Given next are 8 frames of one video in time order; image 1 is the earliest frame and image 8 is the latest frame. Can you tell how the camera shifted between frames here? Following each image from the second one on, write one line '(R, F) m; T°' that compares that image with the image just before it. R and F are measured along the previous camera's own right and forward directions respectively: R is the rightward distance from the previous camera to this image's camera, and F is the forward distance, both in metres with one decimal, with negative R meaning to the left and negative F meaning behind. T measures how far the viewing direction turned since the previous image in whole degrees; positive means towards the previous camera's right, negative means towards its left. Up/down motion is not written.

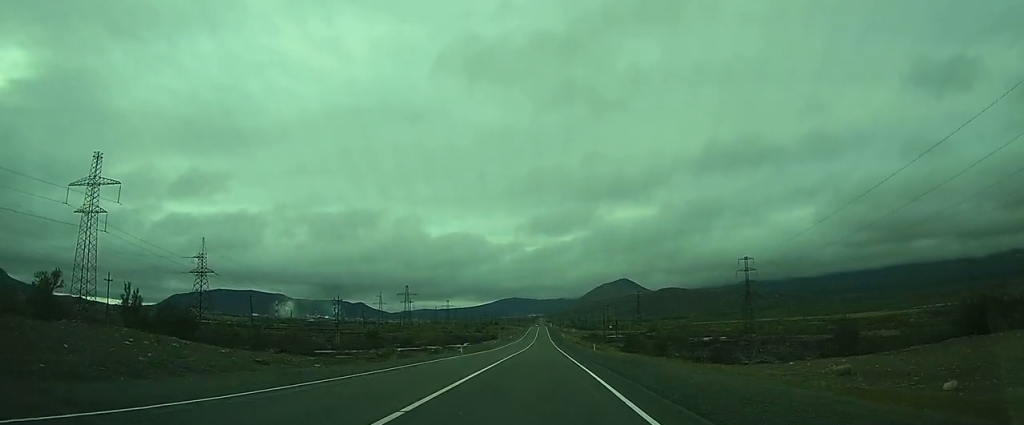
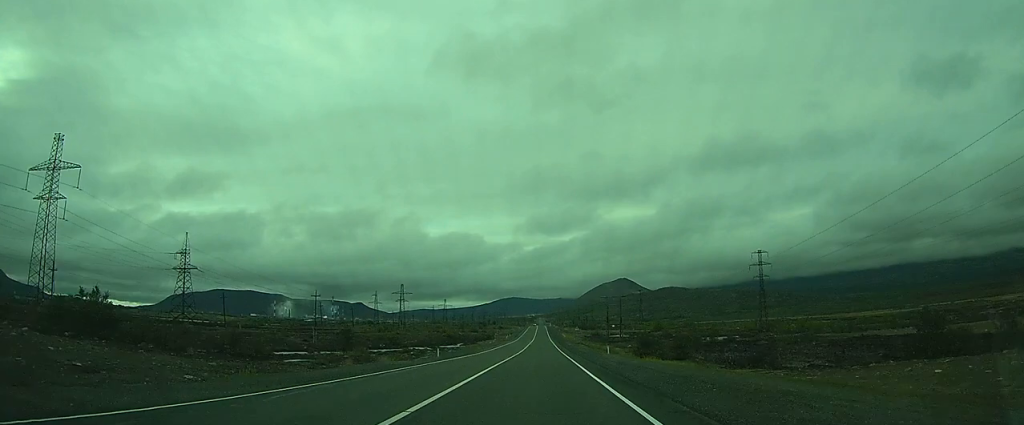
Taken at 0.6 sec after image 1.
(+0.1, +13.8) m; 0°
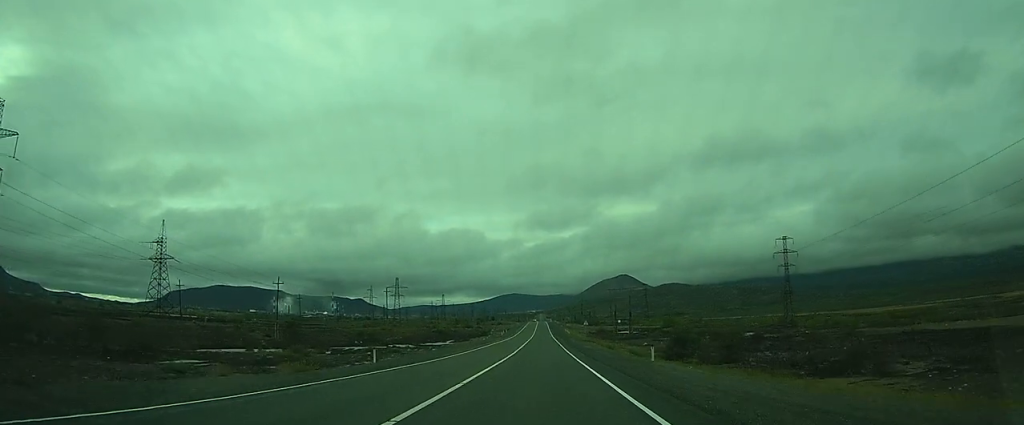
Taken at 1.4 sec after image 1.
(0.0, +19.3) m; 0°
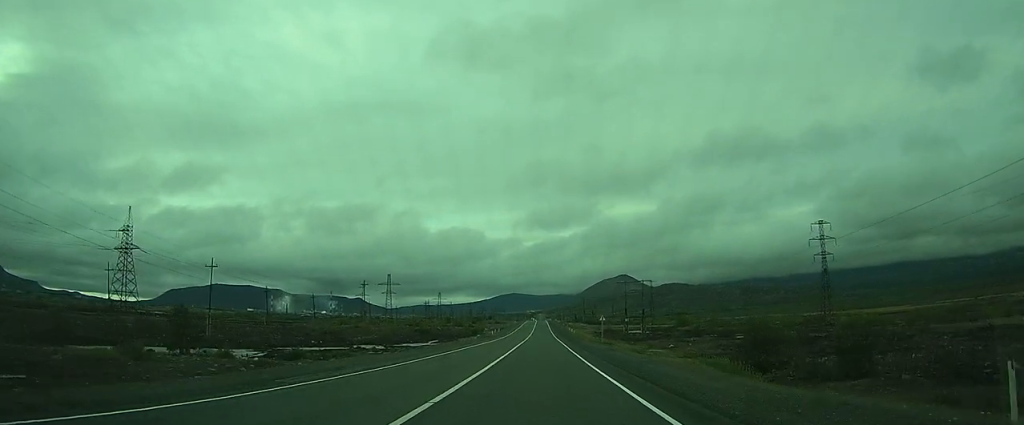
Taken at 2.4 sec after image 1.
(0.0, +23.4) m; 0°
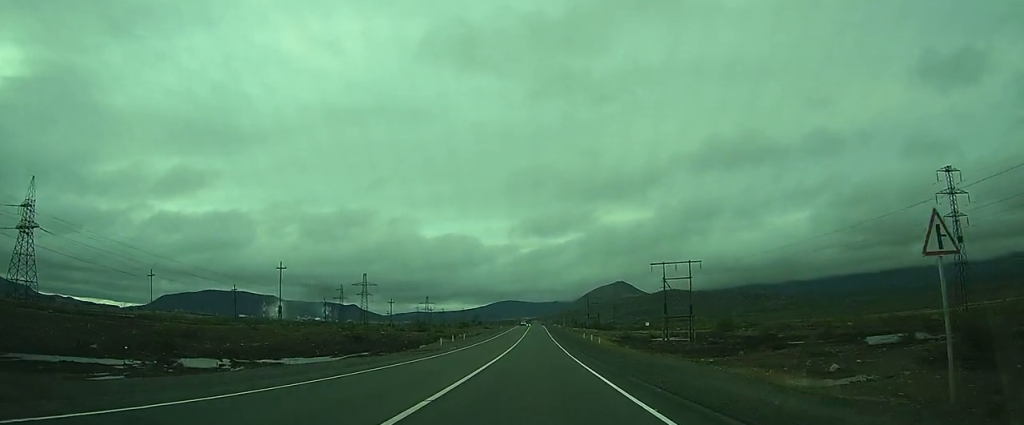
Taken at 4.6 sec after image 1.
(0.0, +52.0) m; -1°
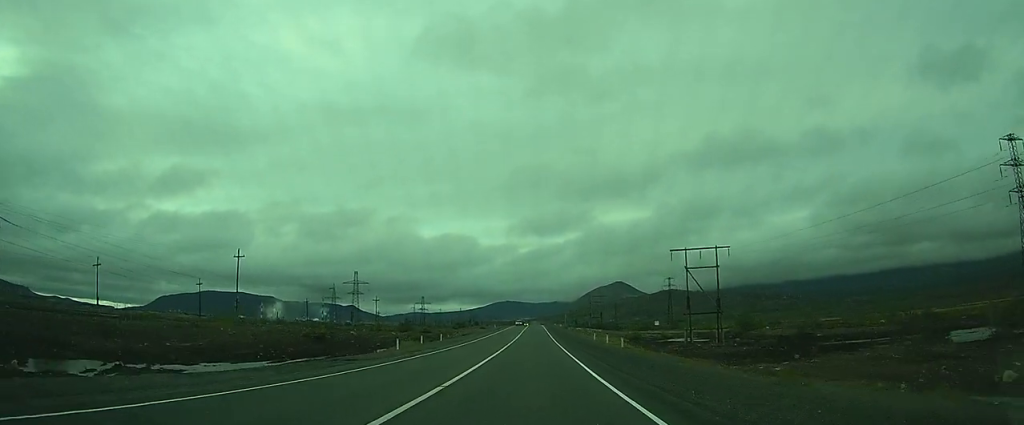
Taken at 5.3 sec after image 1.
(0.0, +16.6) m; -1°
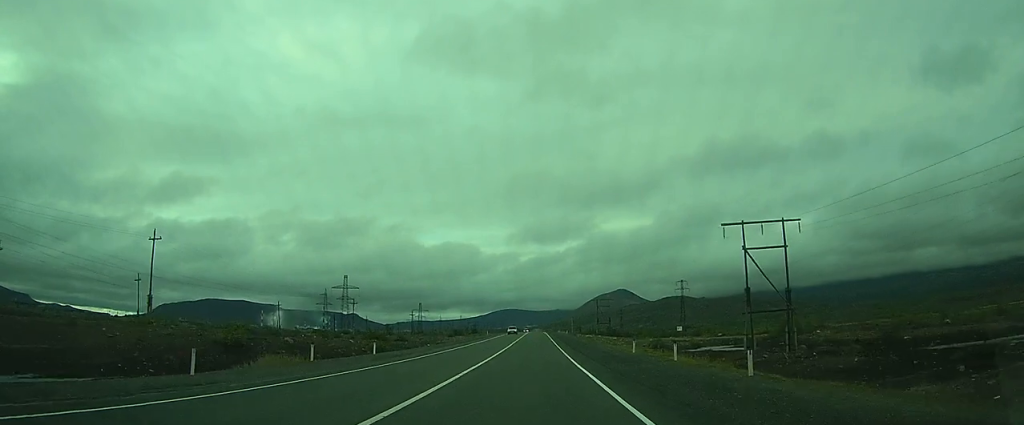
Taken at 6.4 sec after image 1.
(-0.5, +24.5) m; -1°
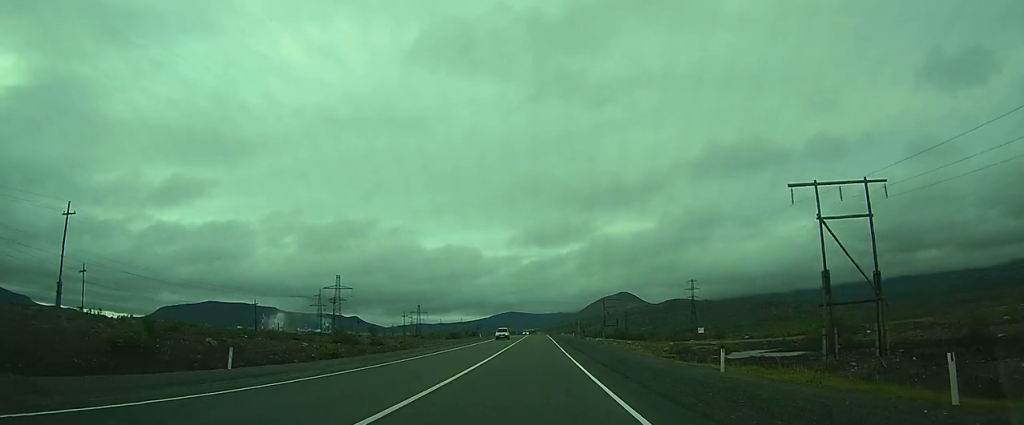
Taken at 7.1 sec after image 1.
(0.0, +17.3) m; 0°
